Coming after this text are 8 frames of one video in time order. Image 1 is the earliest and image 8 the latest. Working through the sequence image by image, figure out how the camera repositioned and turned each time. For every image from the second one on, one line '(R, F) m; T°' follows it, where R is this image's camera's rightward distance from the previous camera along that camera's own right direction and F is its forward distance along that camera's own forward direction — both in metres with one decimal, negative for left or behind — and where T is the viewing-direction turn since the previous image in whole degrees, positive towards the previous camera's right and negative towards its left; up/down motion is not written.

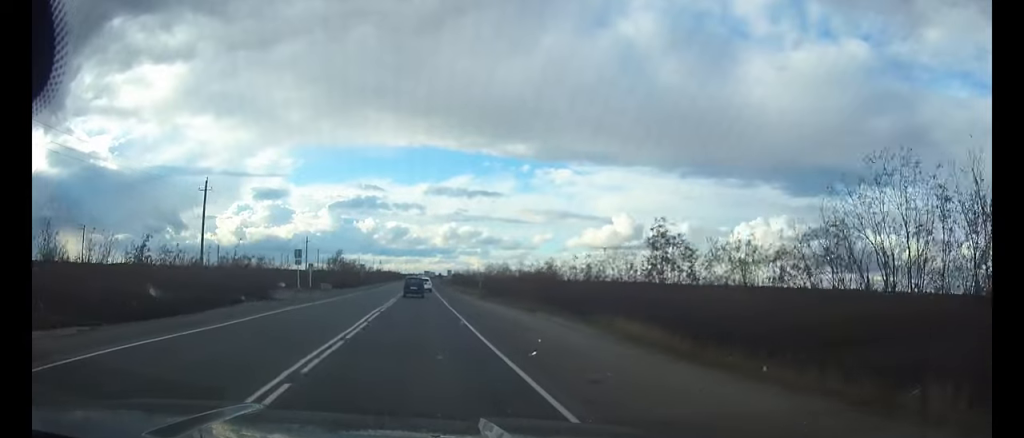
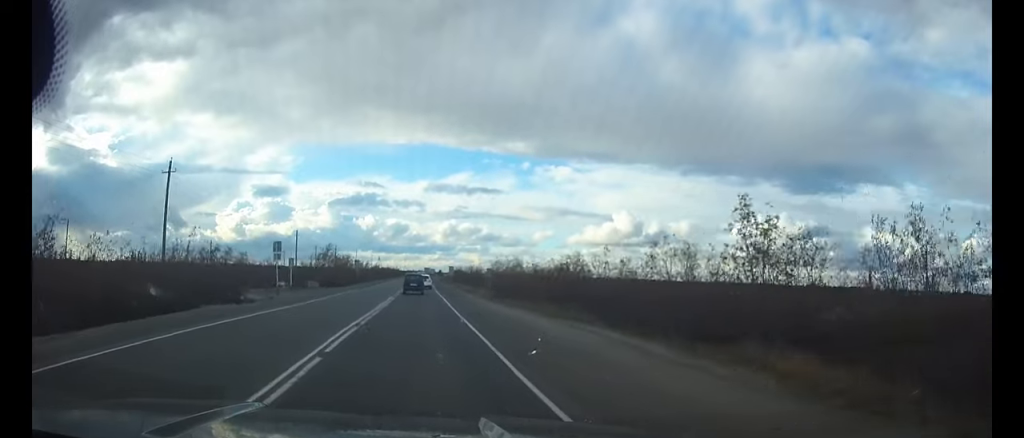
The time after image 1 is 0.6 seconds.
(0.0, +8.8) m; 0°
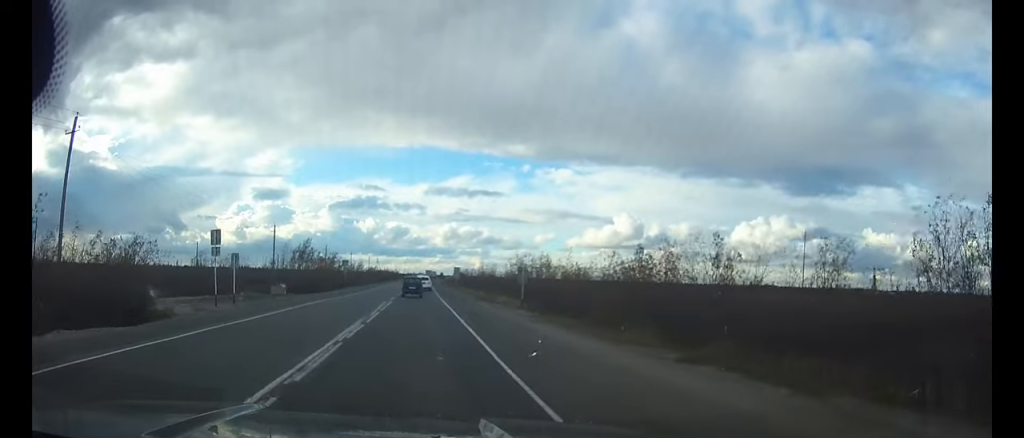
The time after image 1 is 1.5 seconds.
(0.0, +15.5) m; 0°
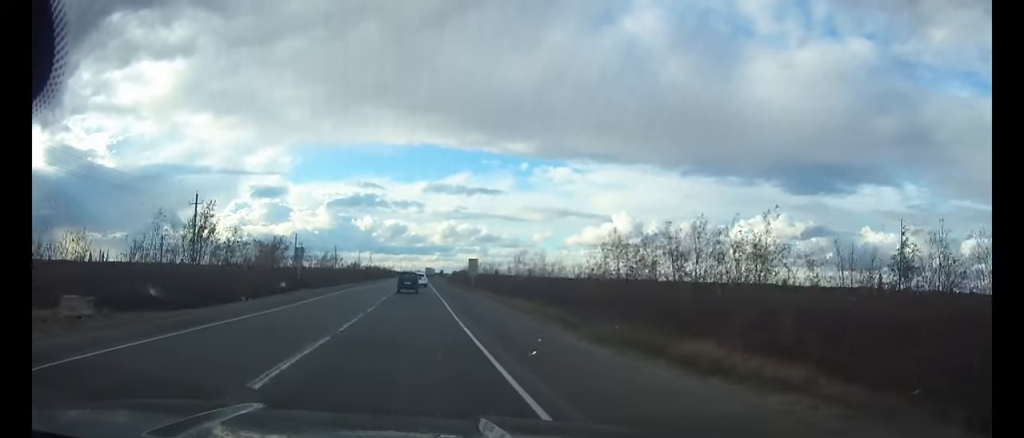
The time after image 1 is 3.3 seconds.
(0.0, +28.0) m; 0°
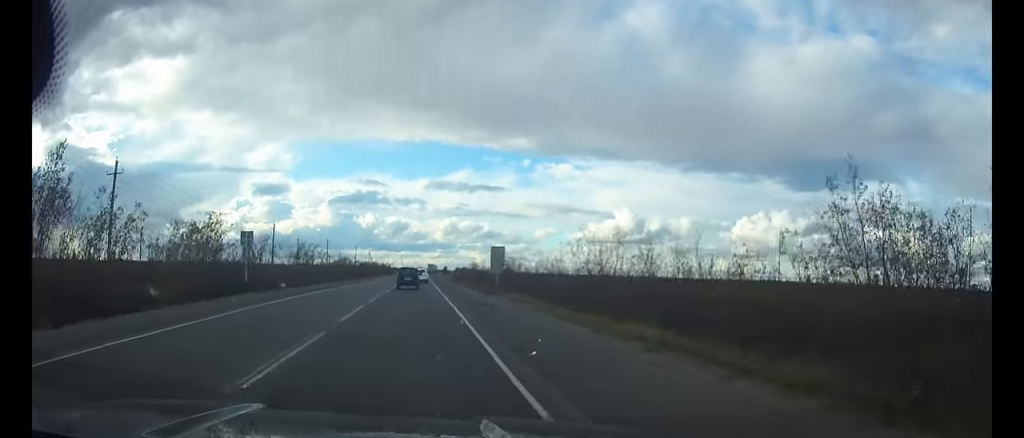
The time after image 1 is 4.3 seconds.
(0.0, +16.5) m; 0°
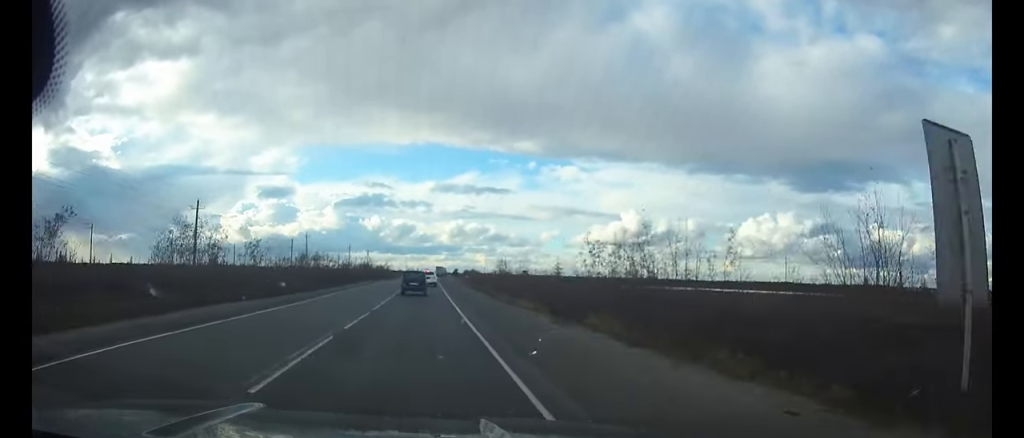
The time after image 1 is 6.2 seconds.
(0.0, +31.4) m; 0°
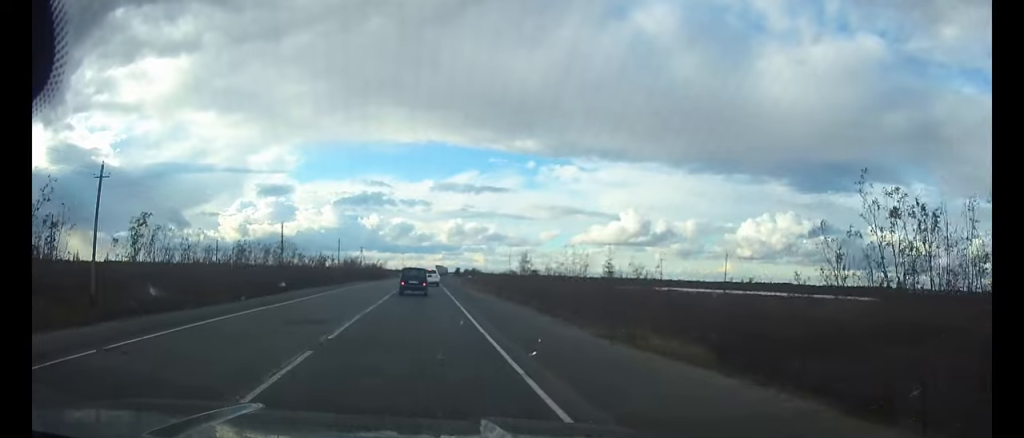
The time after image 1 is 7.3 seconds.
(0.0, +17.3) m; 0°
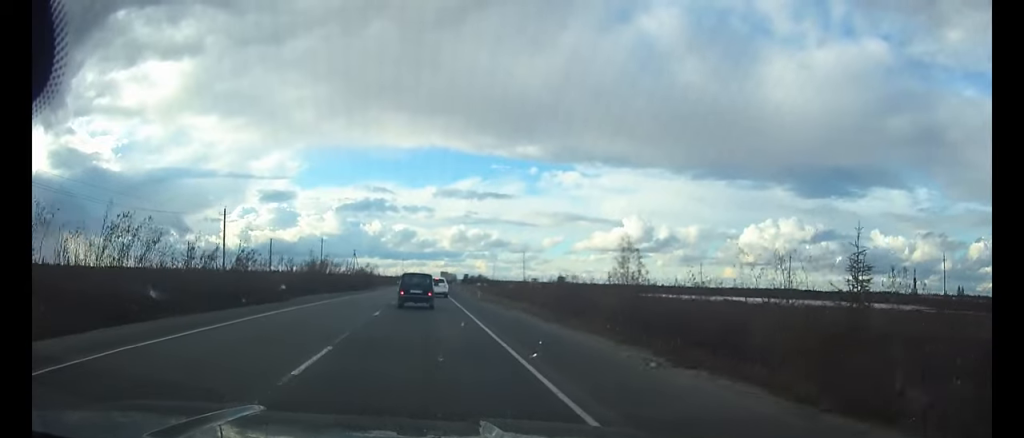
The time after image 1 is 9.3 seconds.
(0.0, +27.7) m; 0°
